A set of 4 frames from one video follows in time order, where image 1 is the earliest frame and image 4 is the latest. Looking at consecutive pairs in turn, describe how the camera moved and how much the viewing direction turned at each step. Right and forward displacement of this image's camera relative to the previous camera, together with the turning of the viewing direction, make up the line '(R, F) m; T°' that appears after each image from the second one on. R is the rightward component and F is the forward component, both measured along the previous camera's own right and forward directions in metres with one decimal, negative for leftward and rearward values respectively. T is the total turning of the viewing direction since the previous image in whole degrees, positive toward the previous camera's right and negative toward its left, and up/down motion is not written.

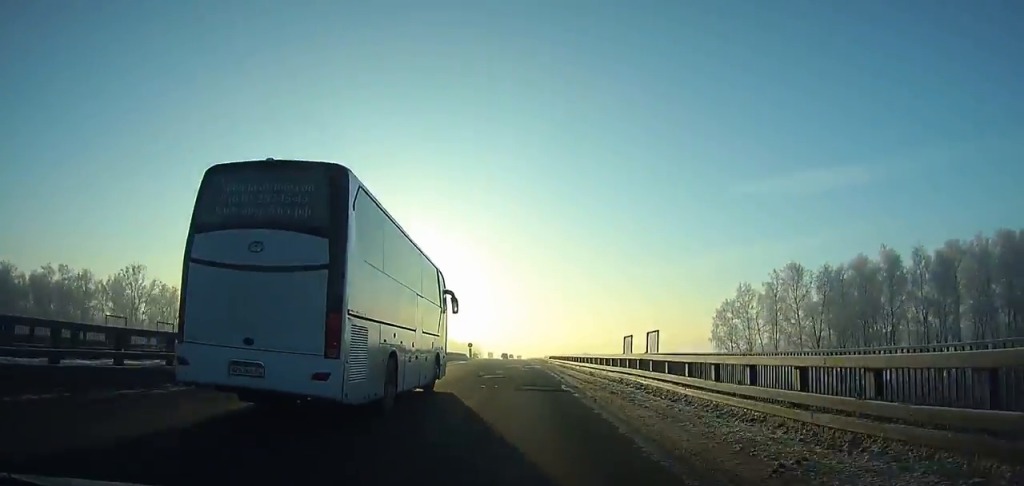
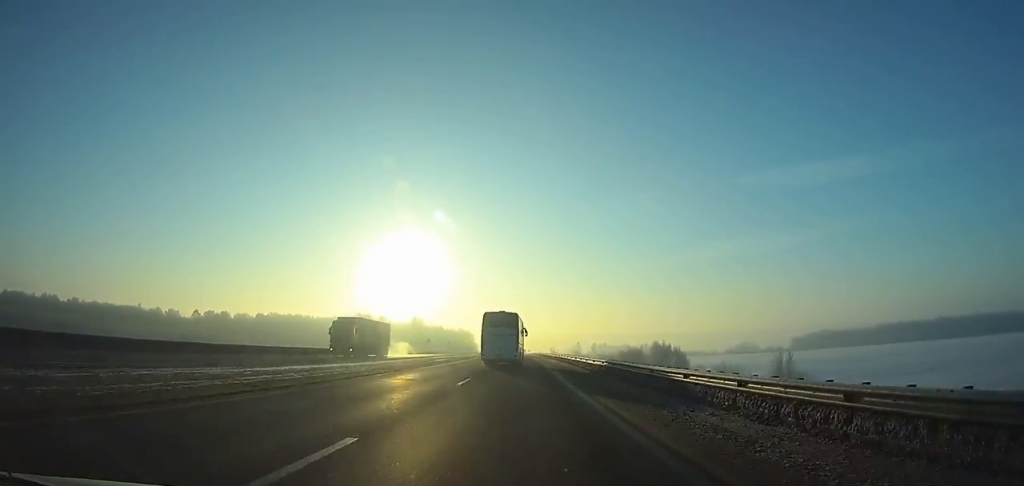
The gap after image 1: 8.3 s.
(-0.4, +158.7) m; -1°
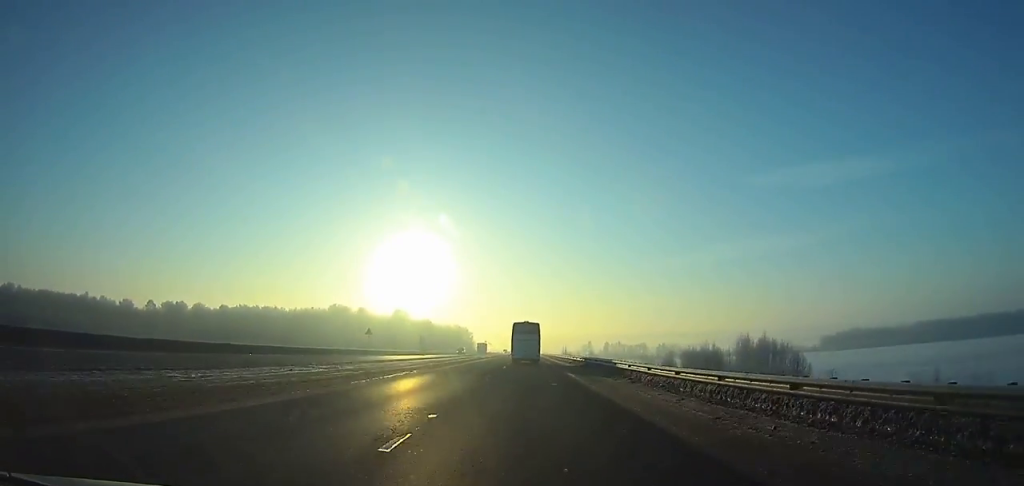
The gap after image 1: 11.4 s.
(-0.2, +61.2) m; 0°
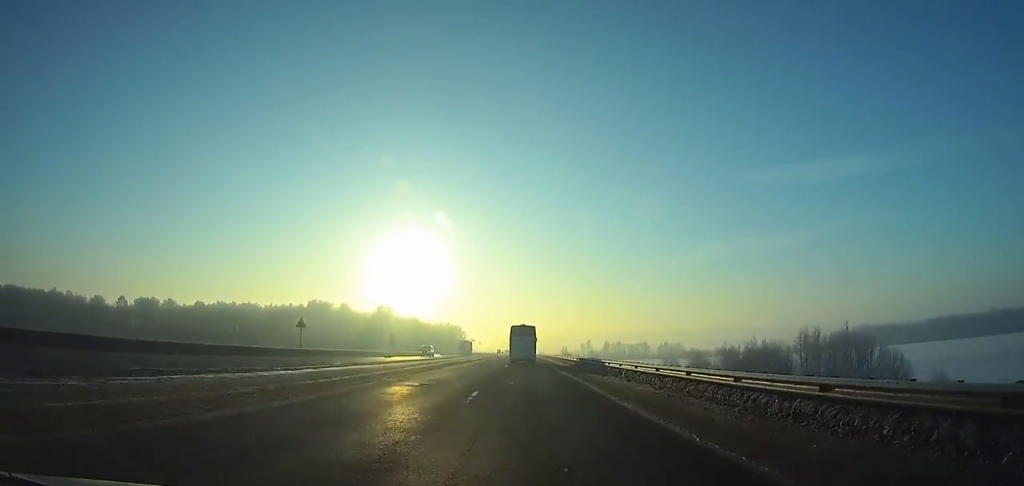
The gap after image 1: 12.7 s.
(+0.2, +26.1) m; 0°
